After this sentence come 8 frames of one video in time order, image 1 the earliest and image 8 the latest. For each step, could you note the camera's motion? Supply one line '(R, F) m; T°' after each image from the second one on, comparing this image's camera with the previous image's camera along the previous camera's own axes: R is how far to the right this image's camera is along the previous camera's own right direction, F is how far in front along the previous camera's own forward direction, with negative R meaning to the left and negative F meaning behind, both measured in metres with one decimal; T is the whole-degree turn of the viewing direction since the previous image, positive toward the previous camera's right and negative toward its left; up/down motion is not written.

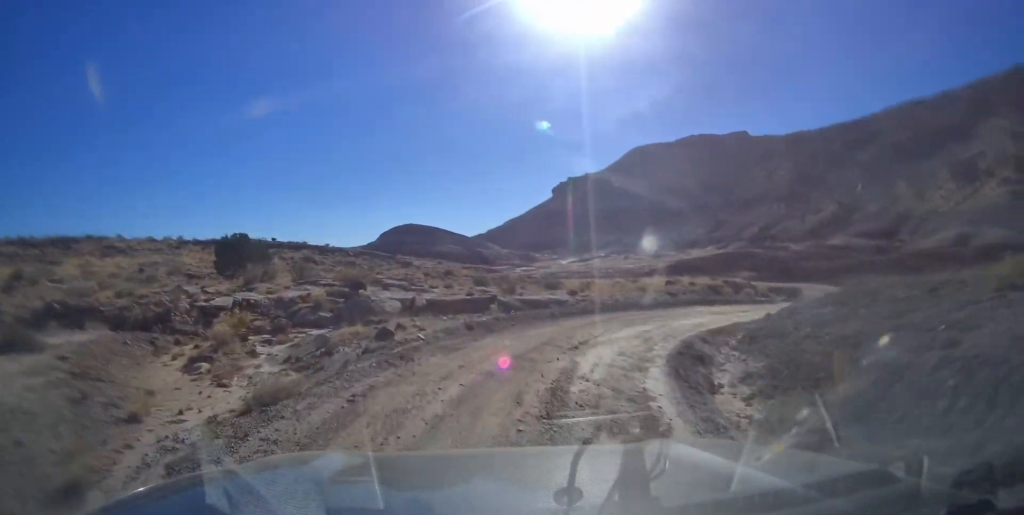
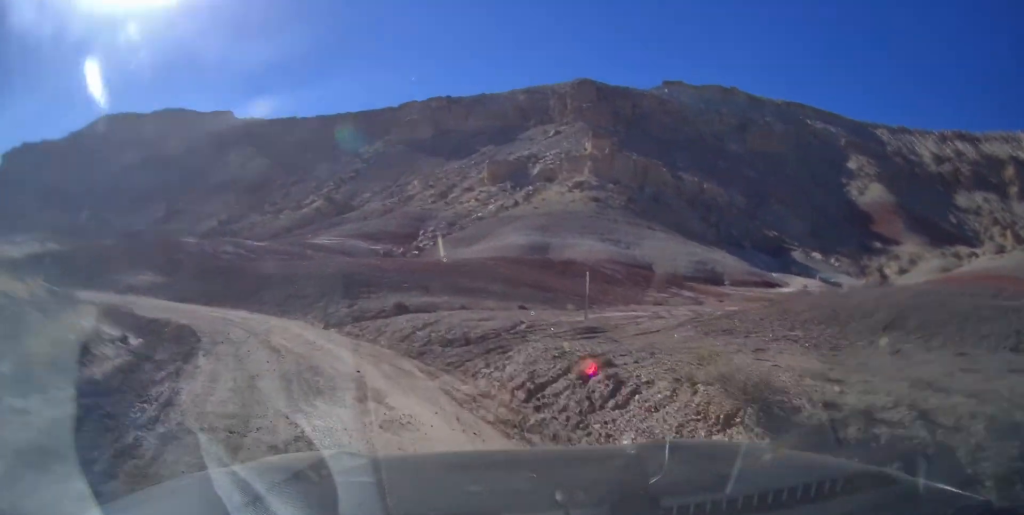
(+6.6, +38.5) m; +27°
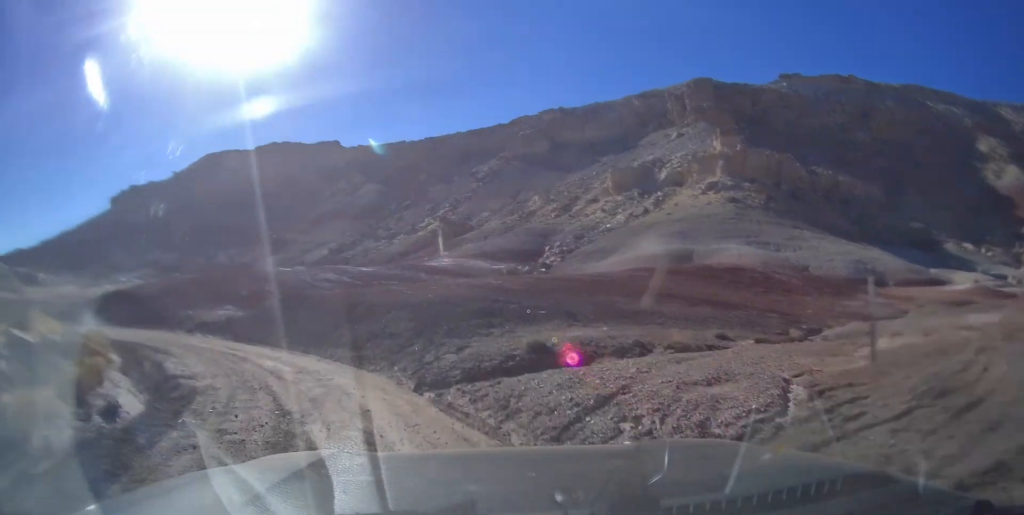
(+0.7, +7.0) m; +1°
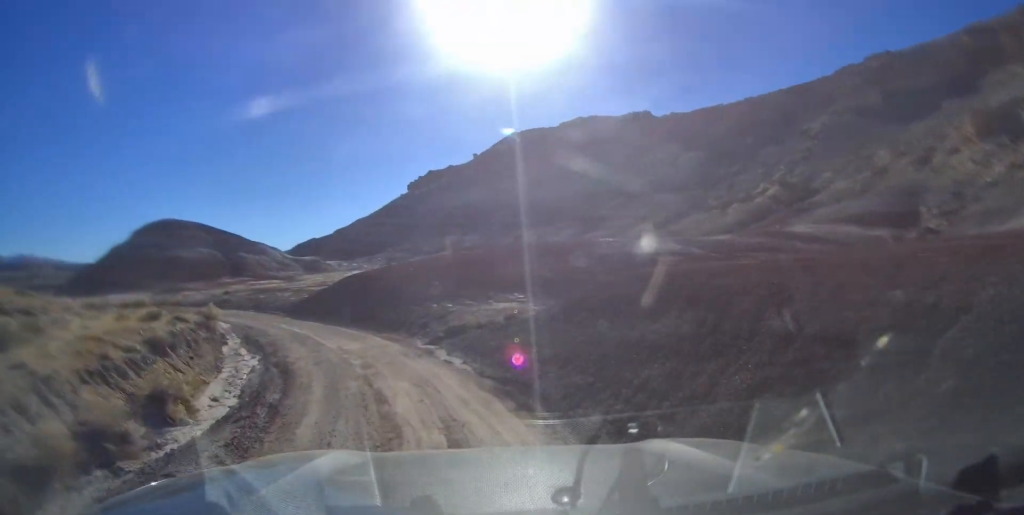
(-1.9, +16.0) m; -17°
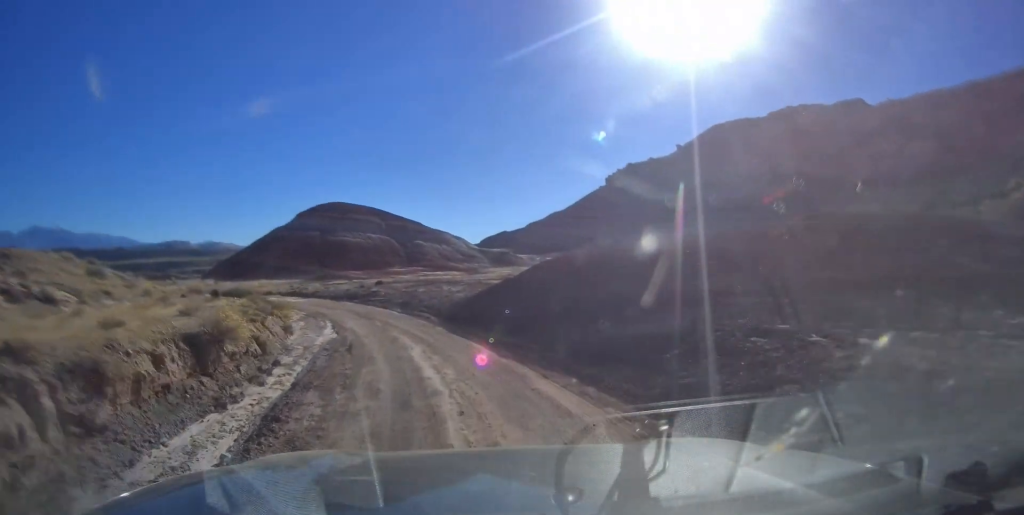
(-1.3, +13.1) m; -22°
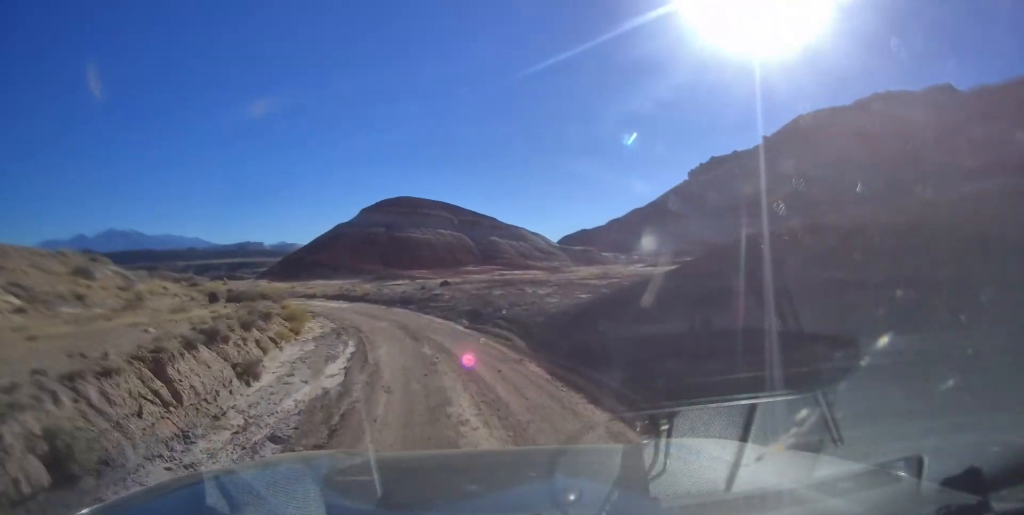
(-1.8, +7.5) m; -9°
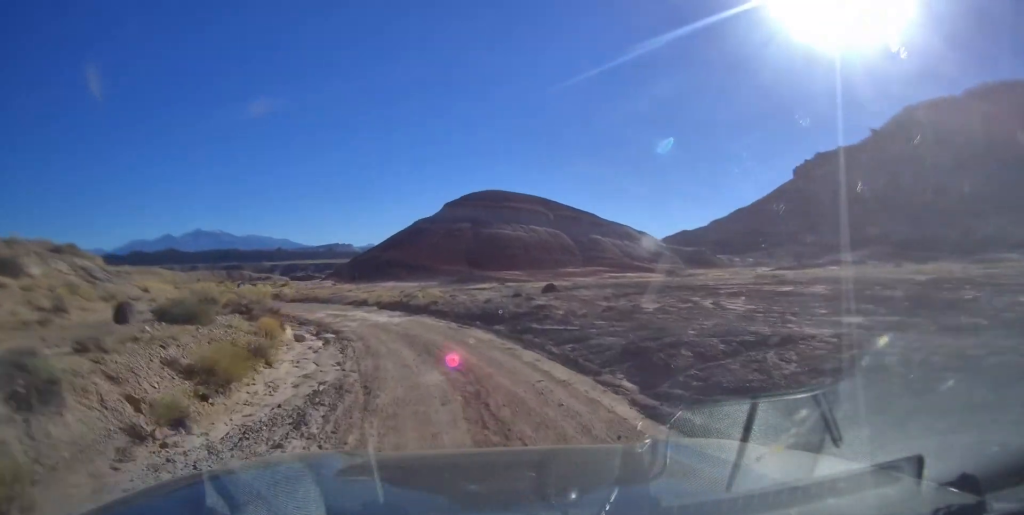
(-1.8, +10.3) m; -11°
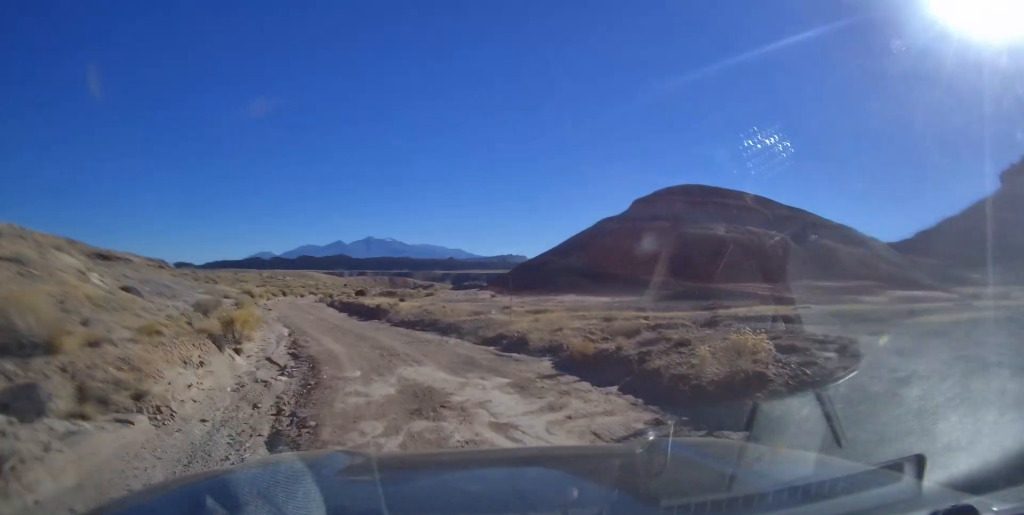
(-0.9, +16.8) m; -15°
